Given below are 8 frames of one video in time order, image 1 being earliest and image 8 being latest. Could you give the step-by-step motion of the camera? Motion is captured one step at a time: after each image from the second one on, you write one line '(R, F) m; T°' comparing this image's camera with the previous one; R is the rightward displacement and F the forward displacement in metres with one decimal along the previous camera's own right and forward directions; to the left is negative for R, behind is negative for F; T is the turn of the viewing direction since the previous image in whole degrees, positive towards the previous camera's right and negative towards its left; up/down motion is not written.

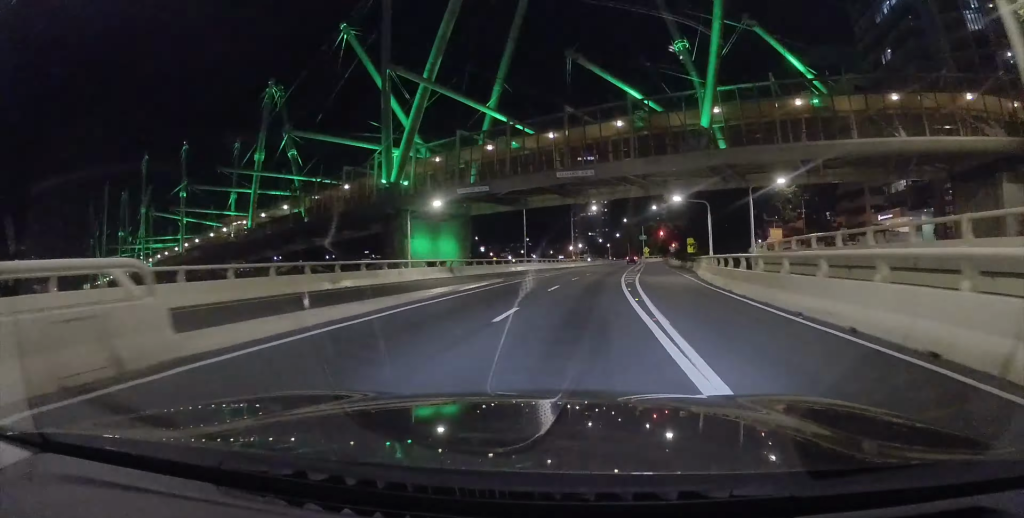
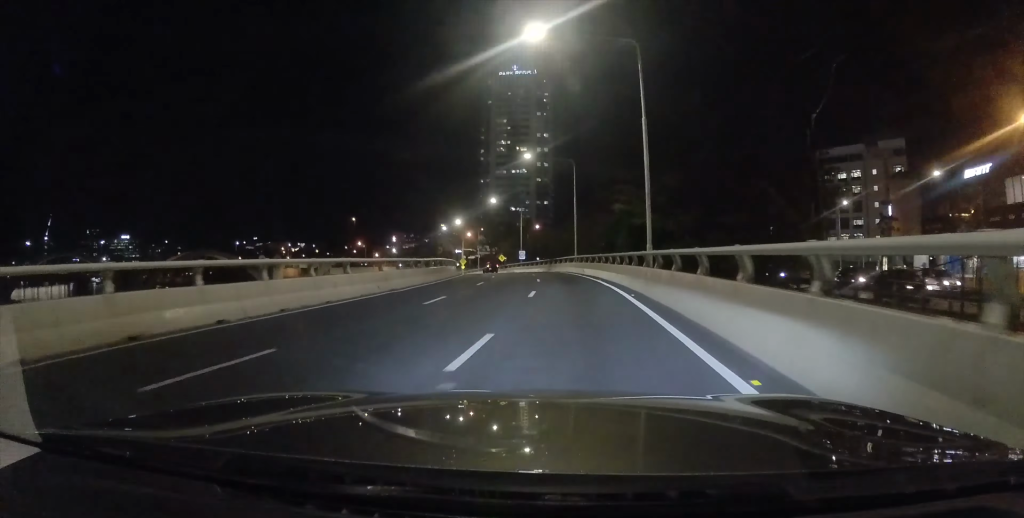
(-0.1, +171.4) m; -13°
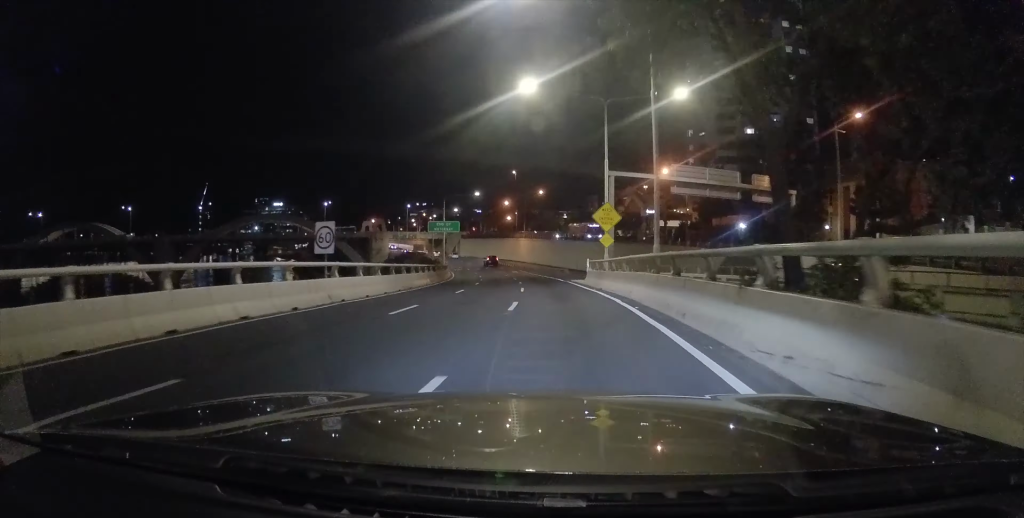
(-16.7, +93.9) m; -17°
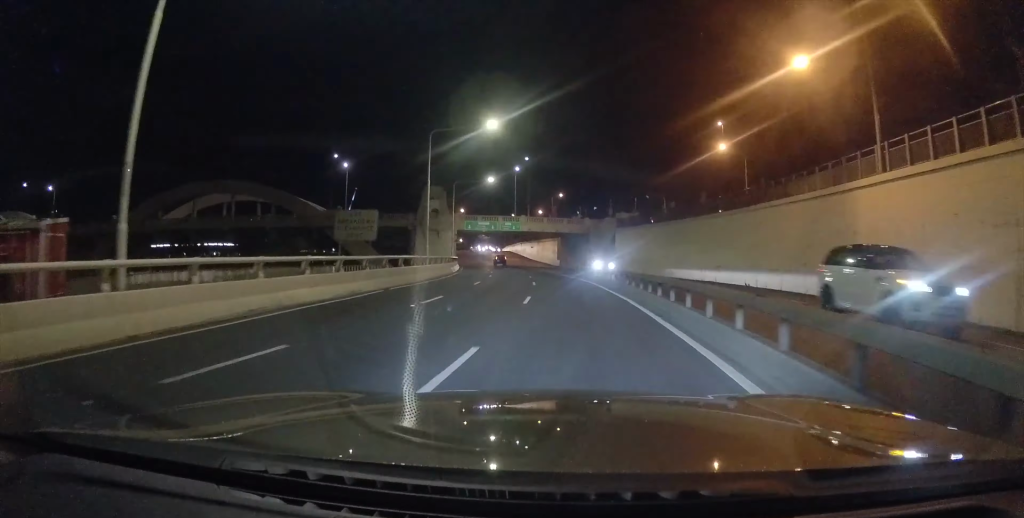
(-16.7, +99.1) m; -15°
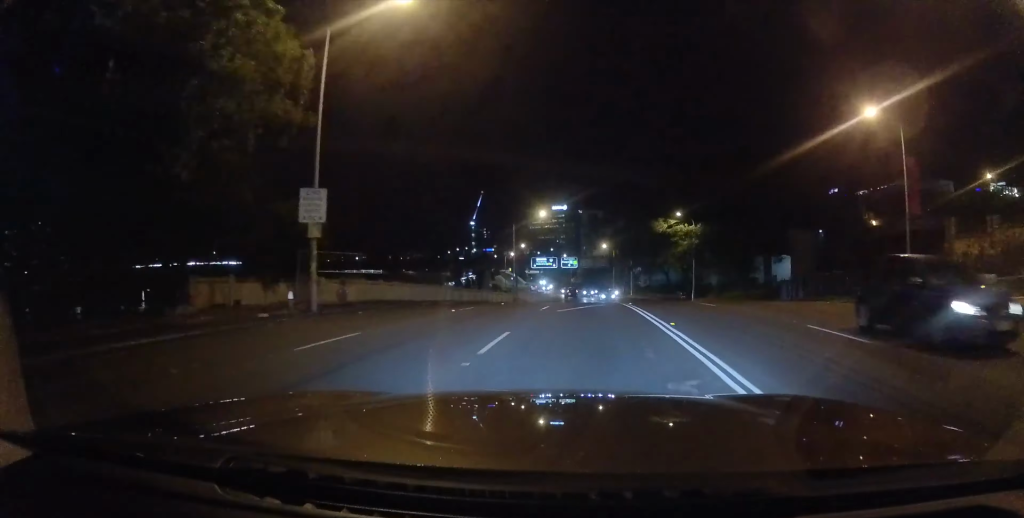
(-24.2, +174.8) m; -13°
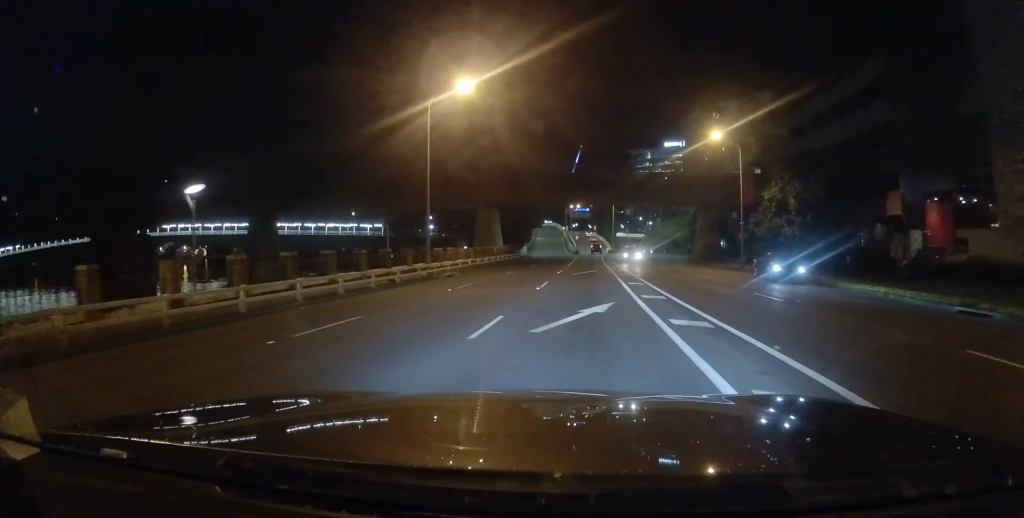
(-8.1, +127.5) m; -7°
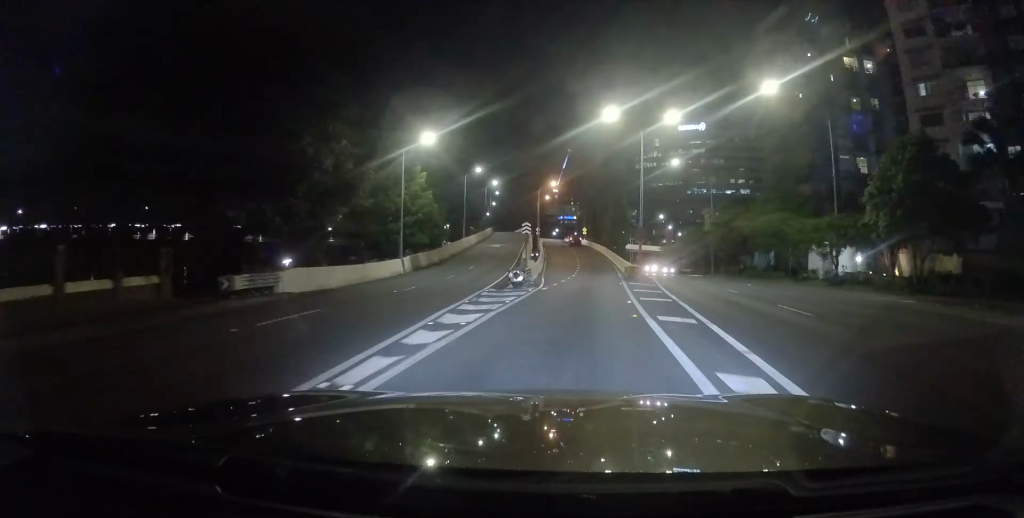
(-3.0, +68.5) m; +7°
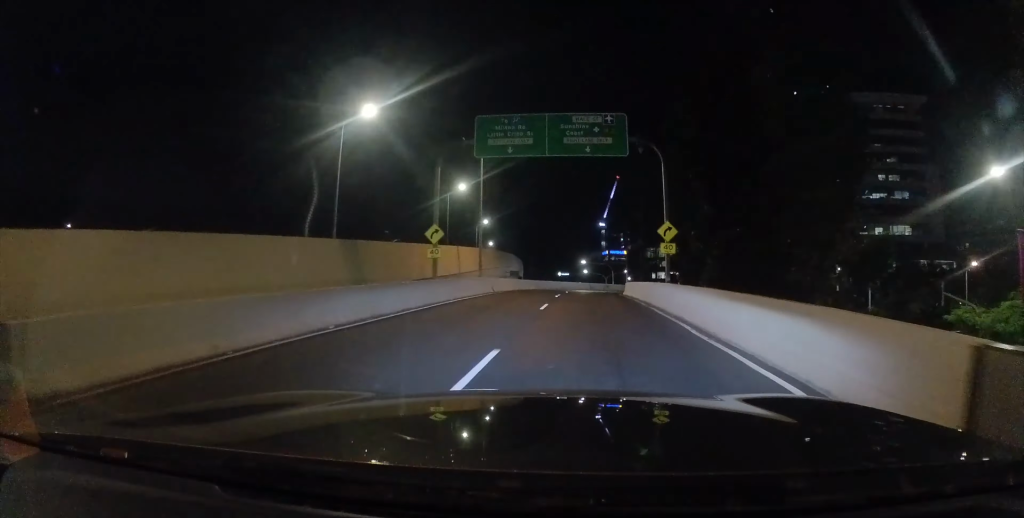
(-6.8, +75.9) m; +18°
